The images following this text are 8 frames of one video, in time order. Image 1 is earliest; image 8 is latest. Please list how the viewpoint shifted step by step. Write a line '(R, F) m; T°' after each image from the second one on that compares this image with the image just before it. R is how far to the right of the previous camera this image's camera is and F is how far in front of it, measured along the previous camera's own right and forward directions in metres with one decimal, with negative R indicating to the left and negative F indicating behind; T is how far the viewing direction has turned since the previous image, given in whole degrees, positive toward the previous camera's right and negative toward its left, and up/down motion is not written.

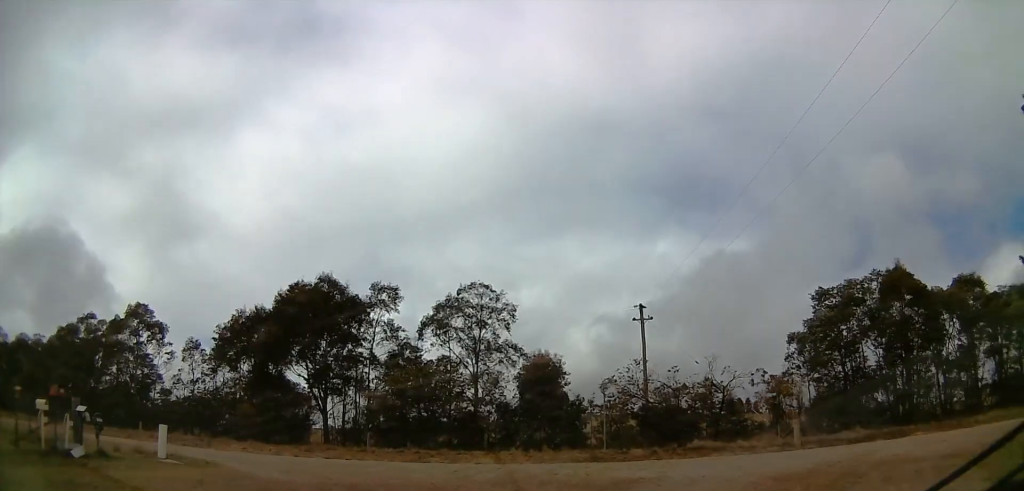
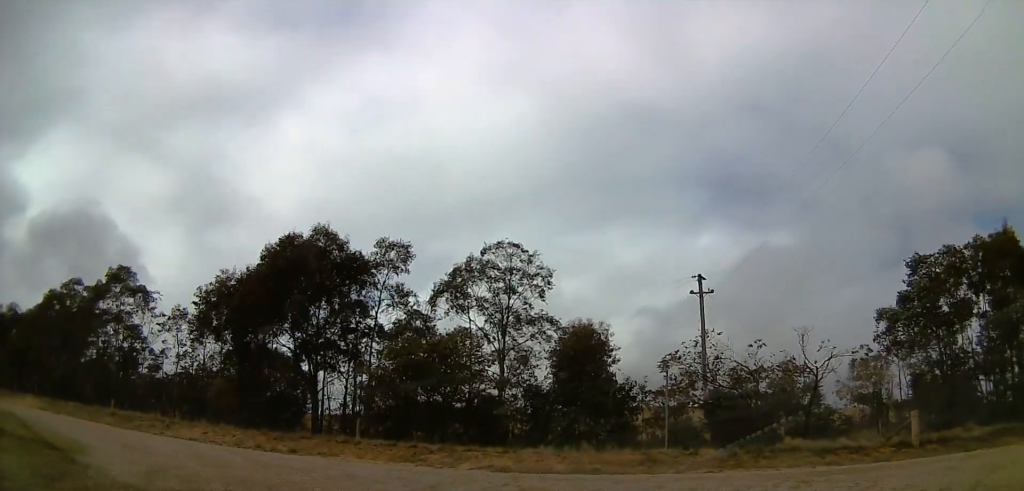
(-0.2, +8.7) m; -5°
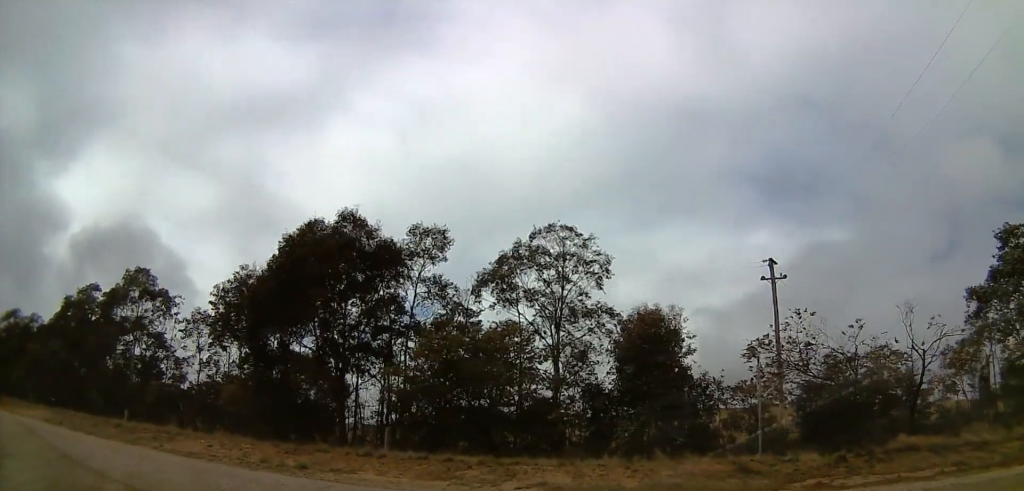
(-0.2, +4.0) m; -3°
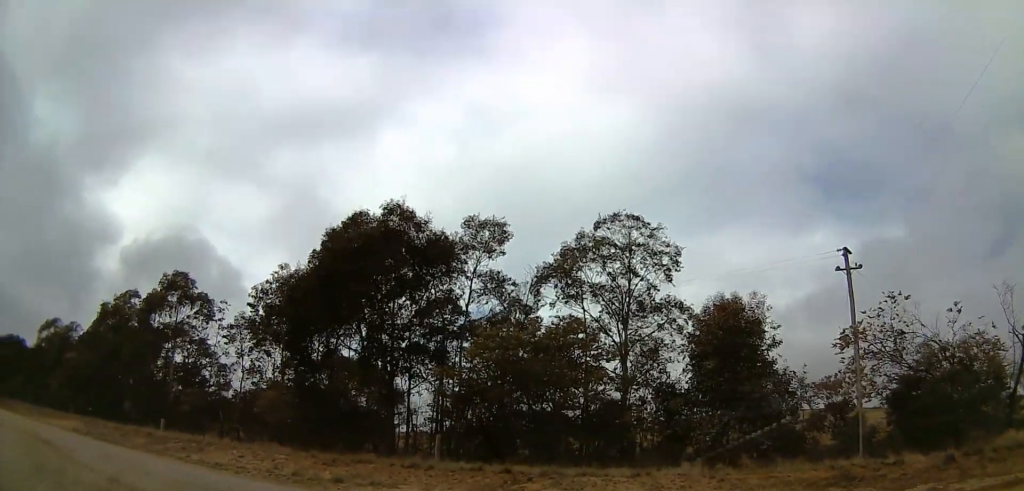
(0.0, +2.2) m; 0°
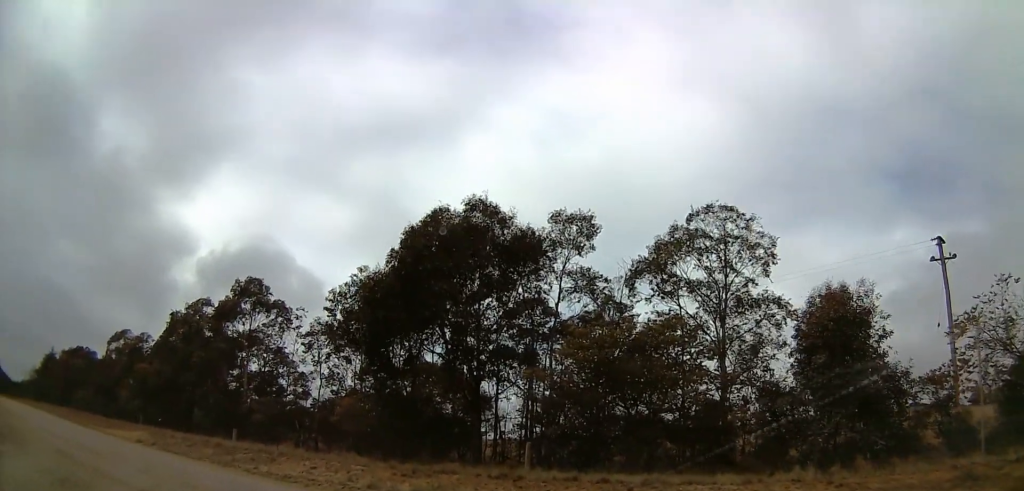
(0.0, +1.5) m; -1°
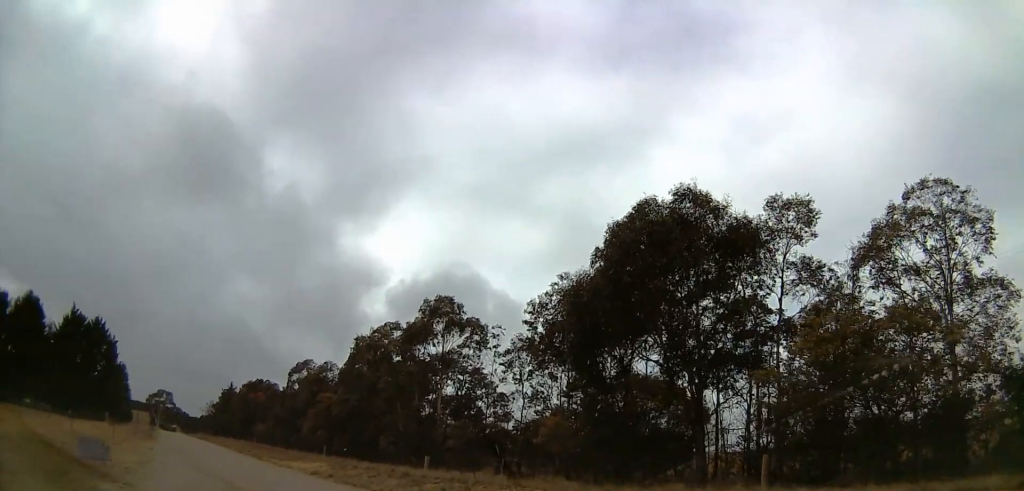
(-0.1, +2.3) m; -11°
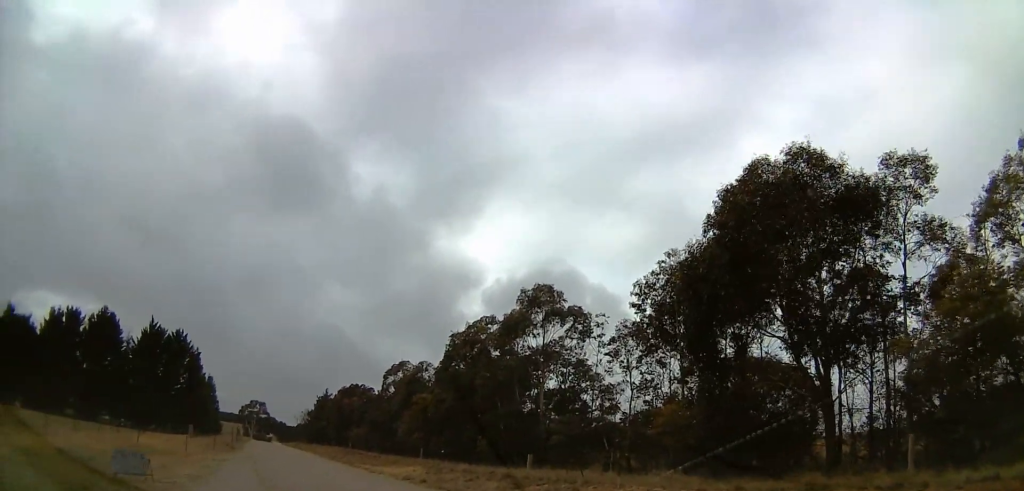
(0.0, +1.5) m; -19°
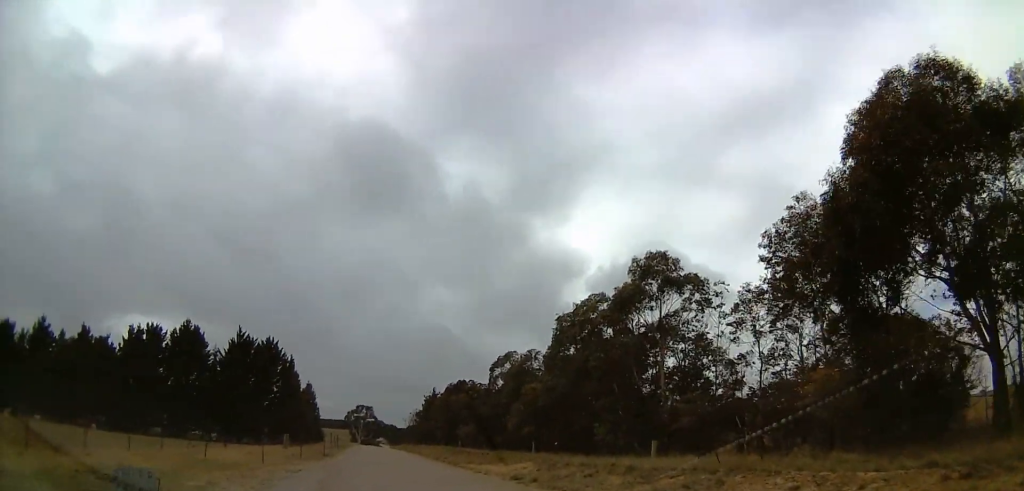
(-0.7, +2.6) m; -15°
